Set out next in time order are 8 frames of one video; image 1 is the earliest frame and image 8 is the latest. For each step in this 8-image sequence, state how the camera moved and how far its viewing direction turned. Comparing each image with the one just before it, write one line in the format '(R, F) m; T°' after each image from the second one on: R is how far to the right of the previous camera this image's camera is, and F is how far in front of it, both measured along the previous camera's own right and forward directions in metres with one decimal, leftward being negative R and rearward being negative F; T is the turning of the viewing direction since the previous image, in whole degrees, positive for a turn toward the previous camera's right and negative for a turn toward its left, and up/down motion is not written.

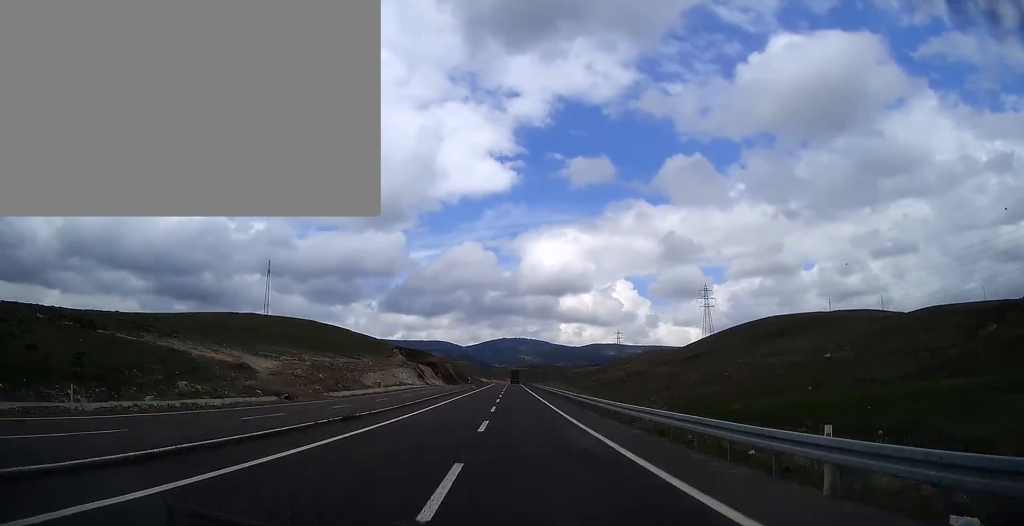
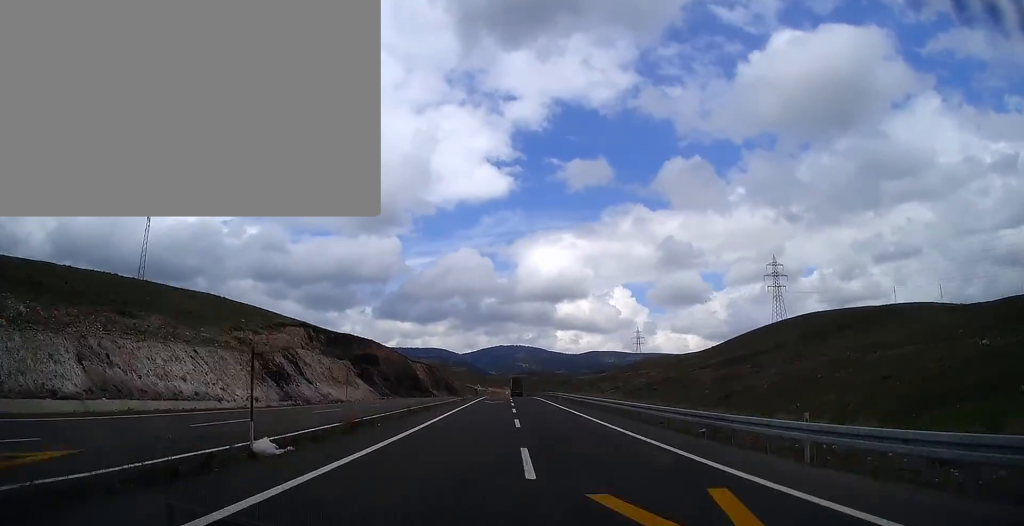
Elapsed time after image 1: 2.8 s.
(-0.8, +82.1) m; 0°
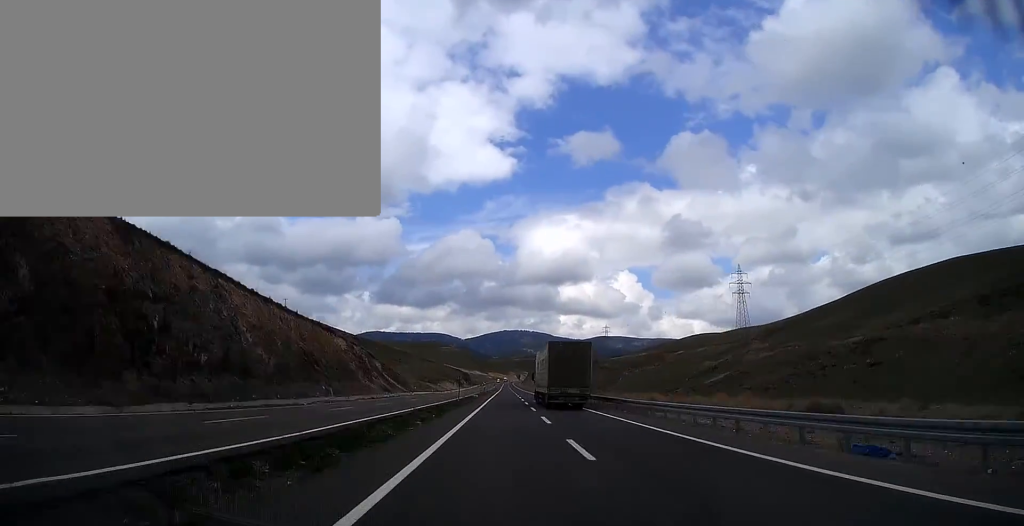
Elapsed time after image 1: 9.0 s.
(-0.8, +174.1) m; 0°
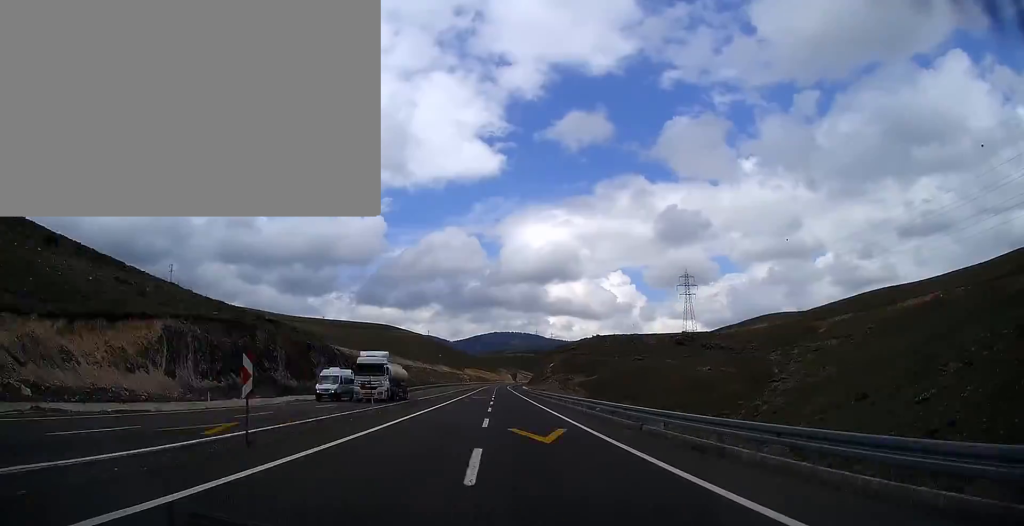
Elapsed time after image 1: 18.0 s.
(+0.9, +220.4) m; +1°
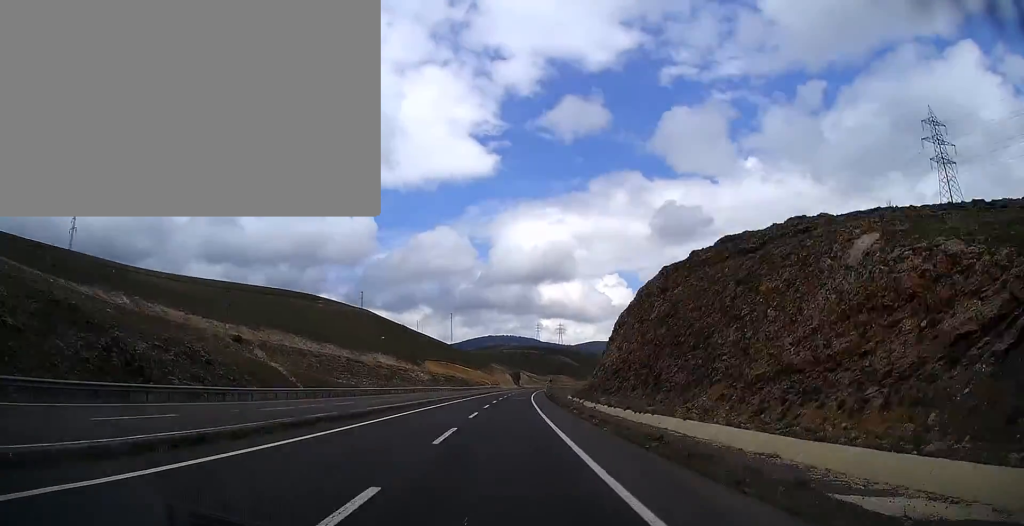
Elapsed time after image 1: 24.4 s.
(+1.0, +157.9) m; +2°
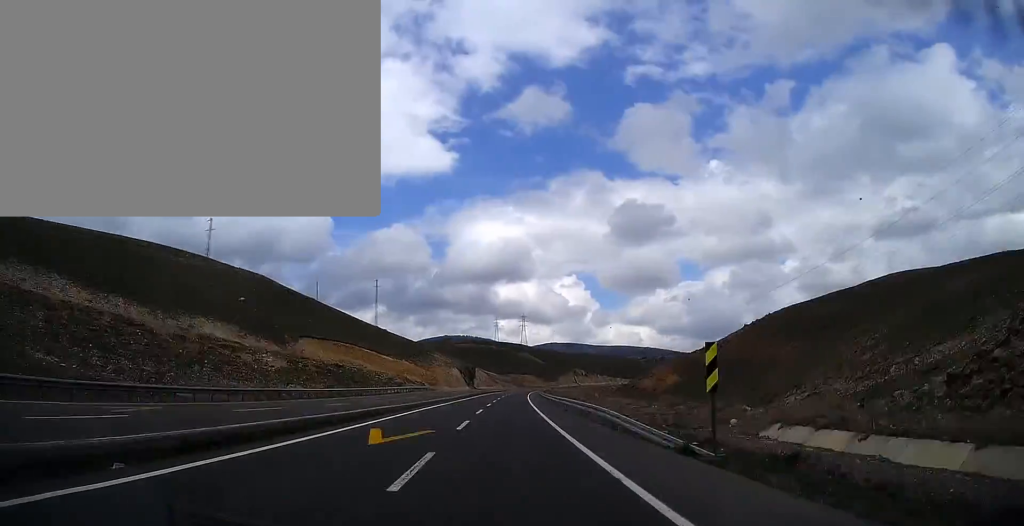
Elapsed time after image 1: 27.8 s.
(-2.0, +124.2) m; +2°
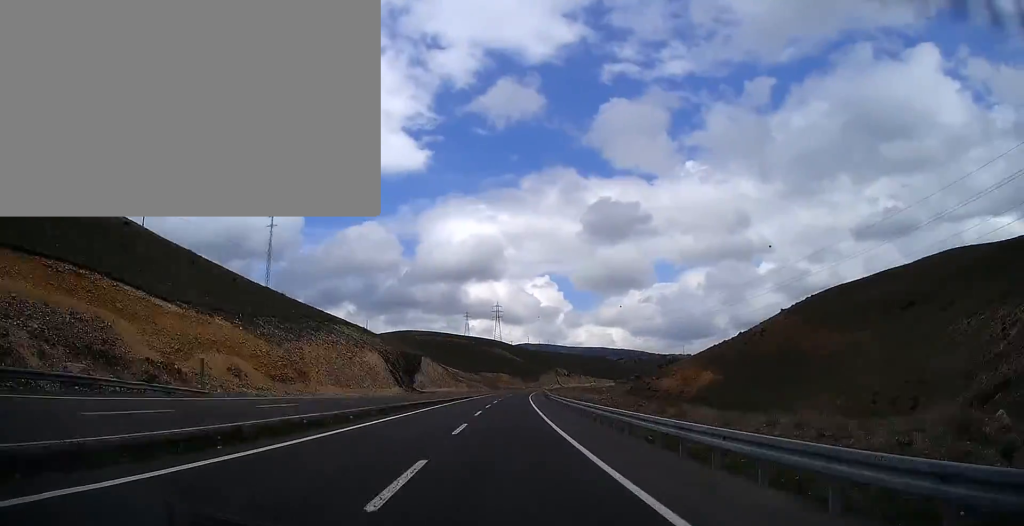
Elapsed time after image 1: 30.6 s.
(+3.7, +117.2) m; +3°
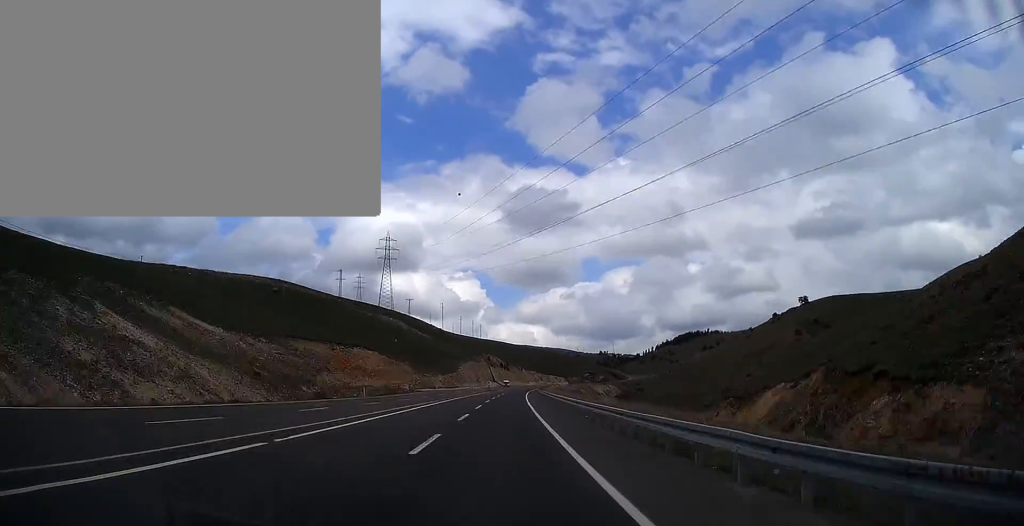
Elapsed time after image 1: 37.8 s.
(+20.2, +294.6) m; +8°
